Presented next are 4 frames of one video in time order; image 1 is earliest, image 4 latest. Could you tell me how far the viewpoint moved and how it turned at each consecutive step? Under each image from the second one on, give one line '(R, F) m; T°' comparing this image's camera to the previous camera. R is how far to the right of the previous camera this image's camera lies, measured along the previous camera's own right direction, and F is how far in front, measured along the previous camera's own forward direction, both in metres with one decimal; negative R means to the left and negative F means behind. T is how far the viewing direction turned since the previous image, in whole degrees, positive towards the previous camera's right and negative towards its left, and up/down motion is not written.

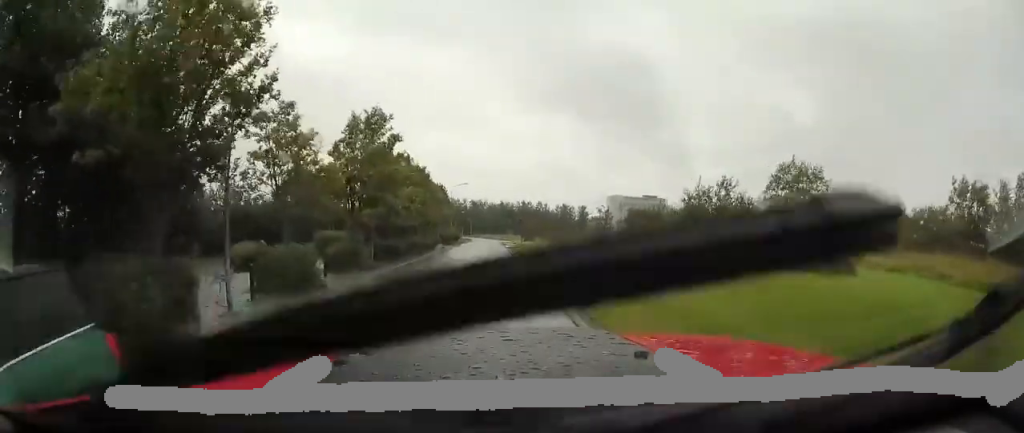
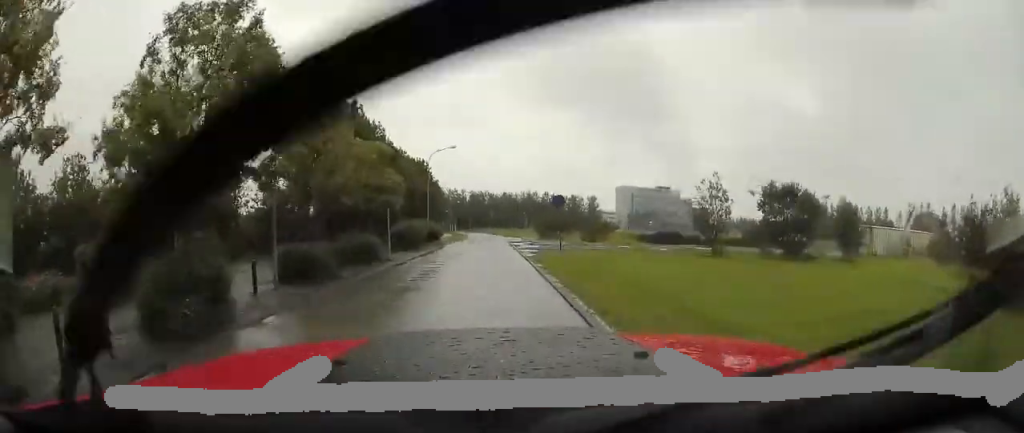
(0.0, +21.0) m; 0°
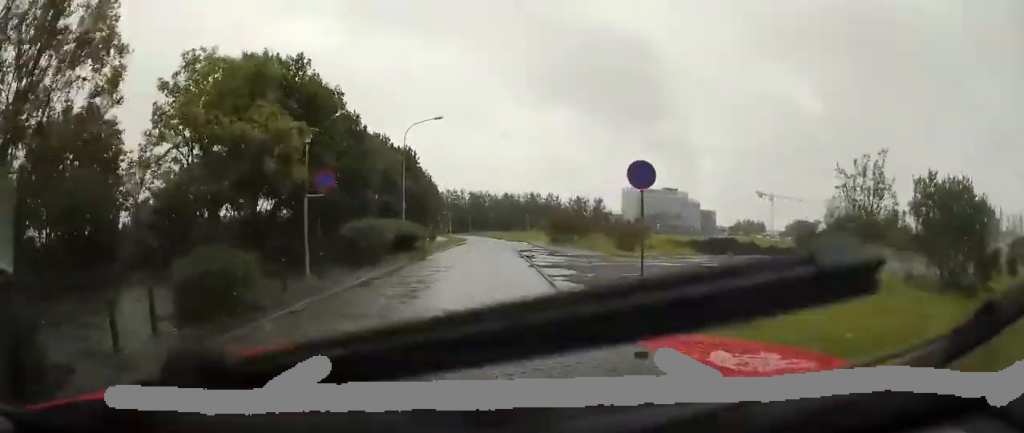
(0.0, +11.0) m; 0°
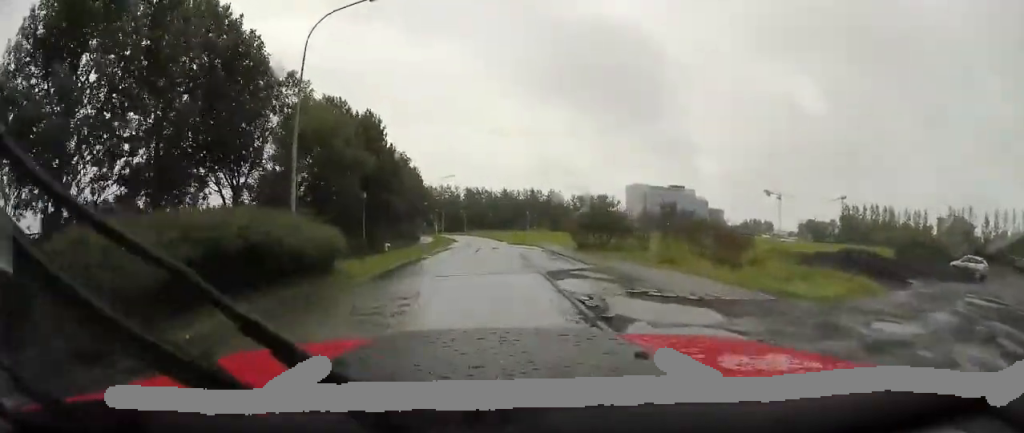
(0.0, +15.7) m; 0°
